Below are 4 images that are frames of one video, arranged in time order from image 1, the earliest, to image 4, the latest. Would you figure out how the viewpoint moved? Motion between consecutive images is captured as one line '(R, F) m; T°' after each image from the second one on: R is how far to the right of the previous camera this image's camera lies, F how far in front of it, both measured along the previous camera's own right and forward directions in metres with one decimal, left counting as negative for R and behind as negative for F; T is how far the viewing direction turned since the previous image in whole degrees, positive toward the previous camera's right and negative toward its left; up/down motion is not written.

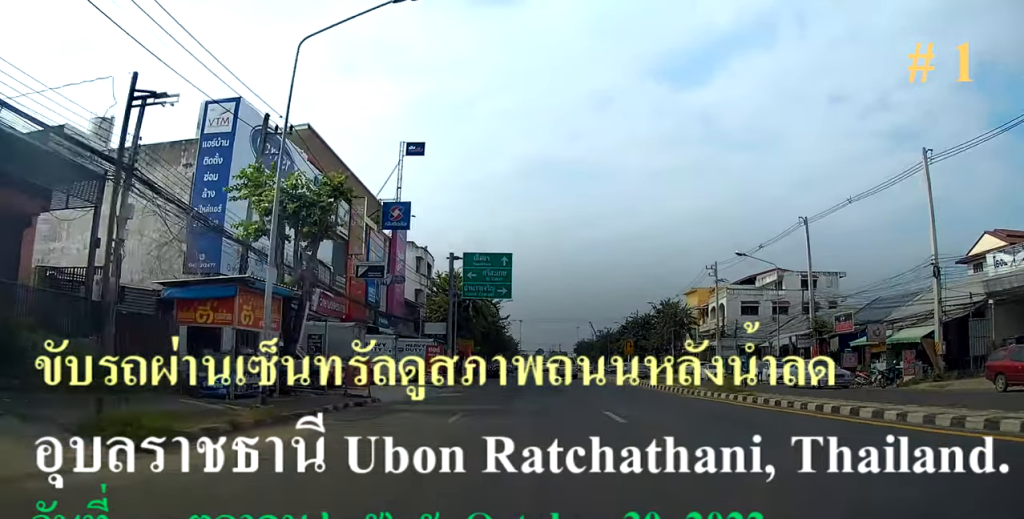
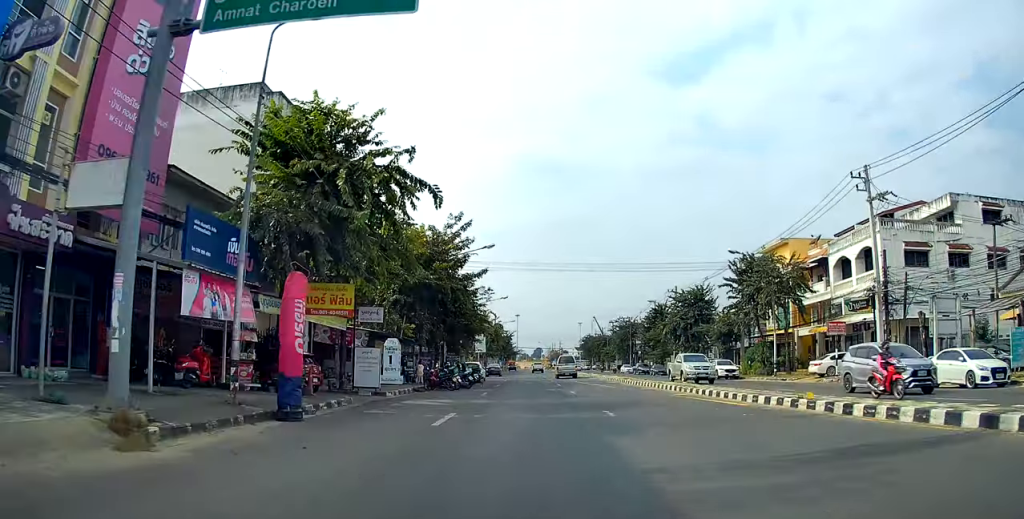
(-0.3, +37.6) m; +1°
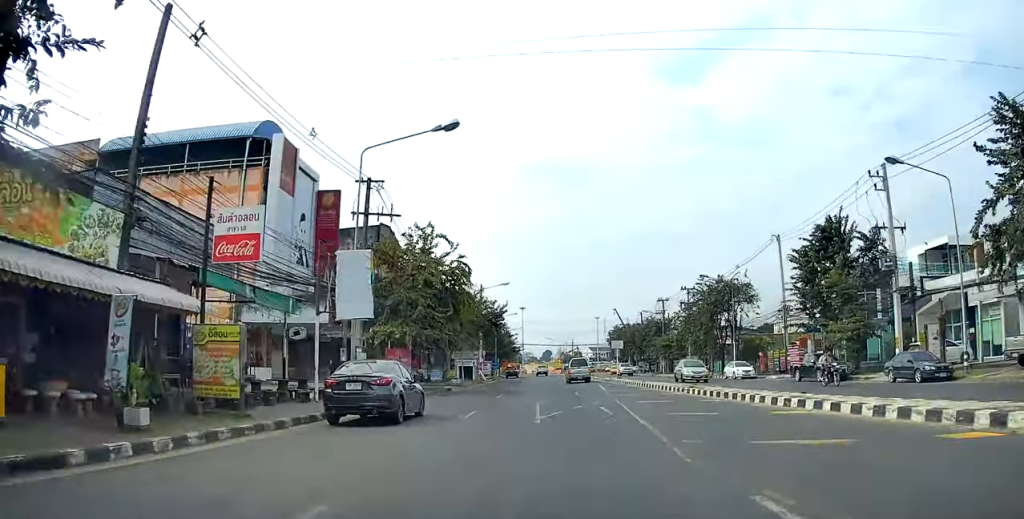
(-0.4, +57.7) m; 0°
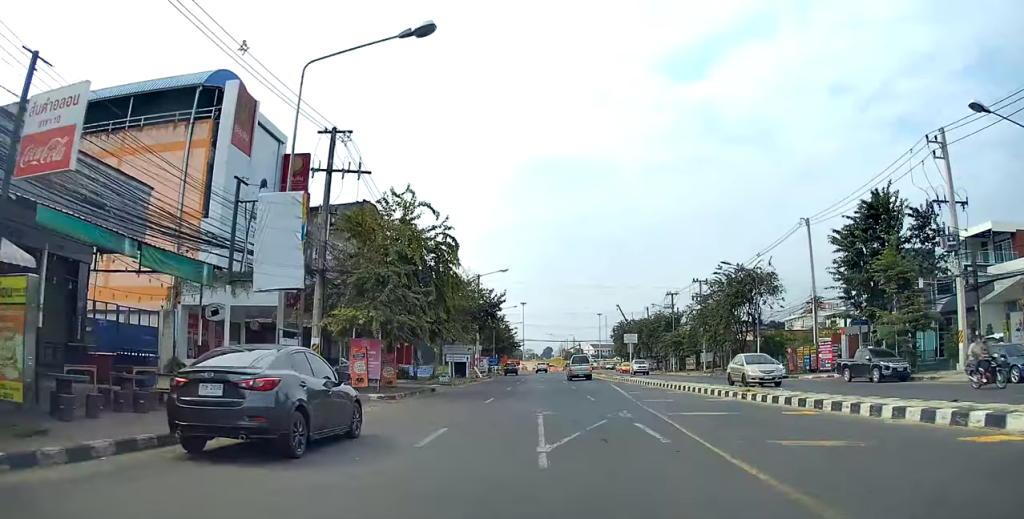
(-0.3, +6.7) m; +1°
